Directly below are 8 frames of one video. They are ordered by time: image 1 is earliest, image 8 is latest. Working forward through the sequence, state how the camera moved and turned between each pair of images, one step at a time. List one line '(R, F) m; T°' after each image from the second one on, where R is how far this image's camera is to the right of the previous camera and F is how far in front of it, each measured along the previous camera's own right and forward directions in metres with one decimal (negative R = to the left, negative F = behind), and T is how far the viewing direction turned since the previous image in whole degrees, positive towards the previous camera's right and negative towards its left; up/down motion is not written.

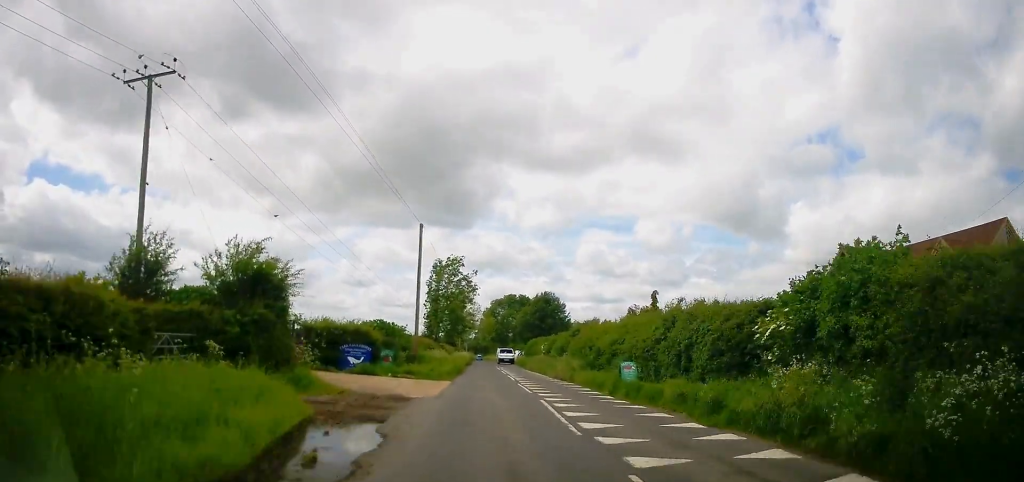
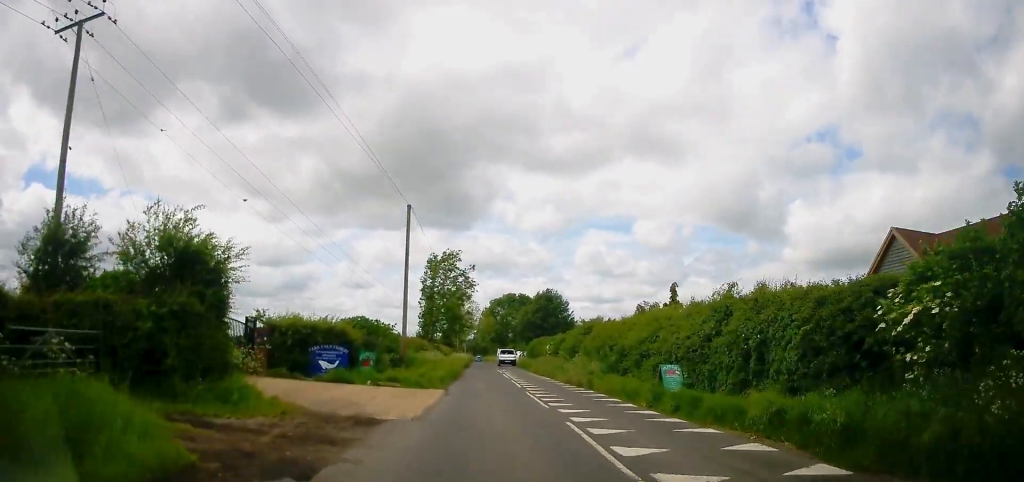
(0.0, +4.7) m; +1°
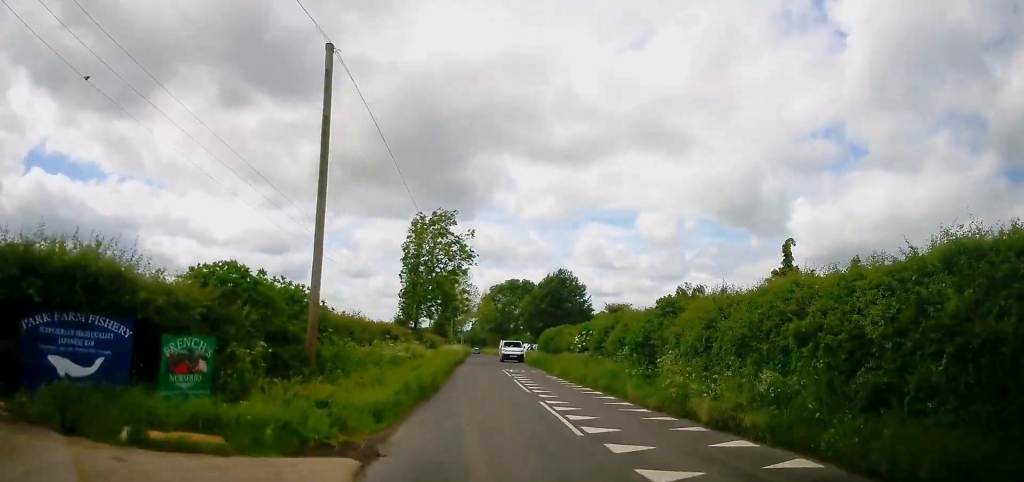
(+0.1, +13.8) m; -1°
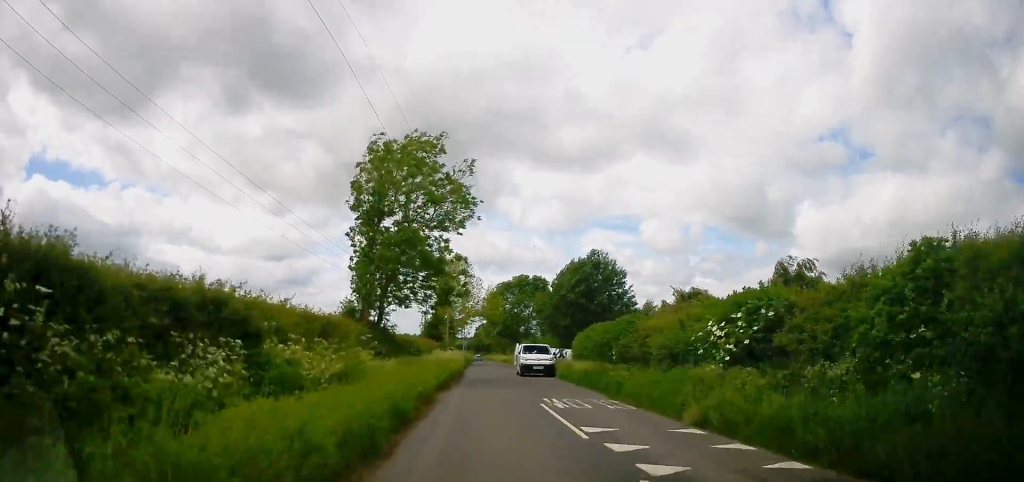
(-0.2, +17.7) m; -1°
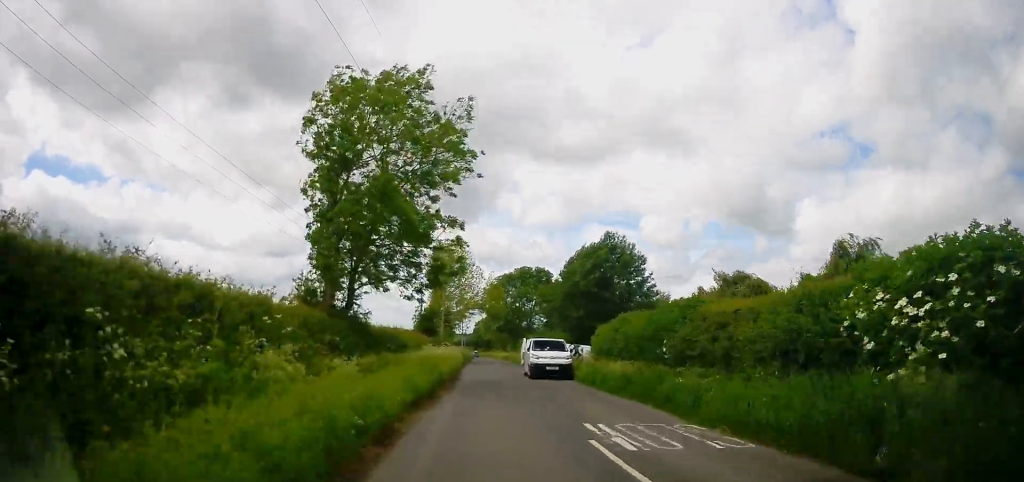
(0.0, +6.4) m; 0°
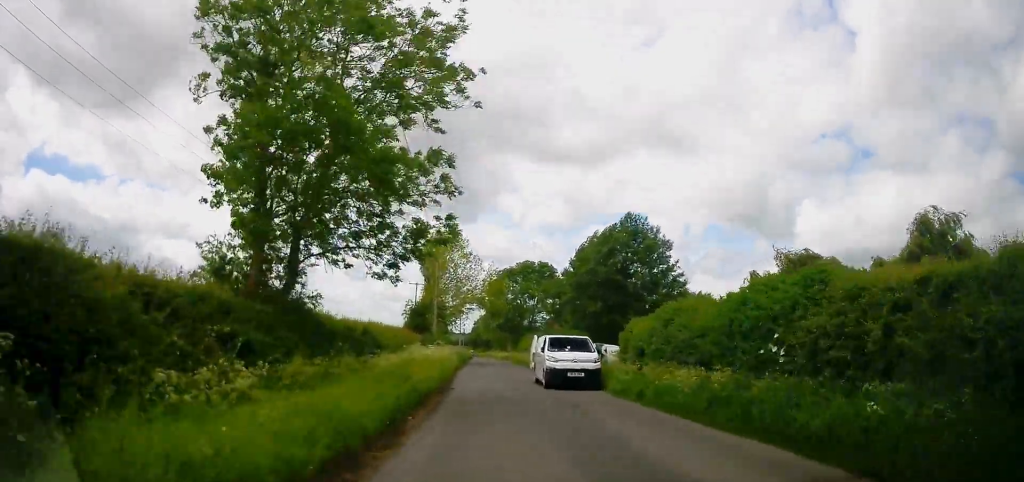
(-0.3, +6.5) m; +1°
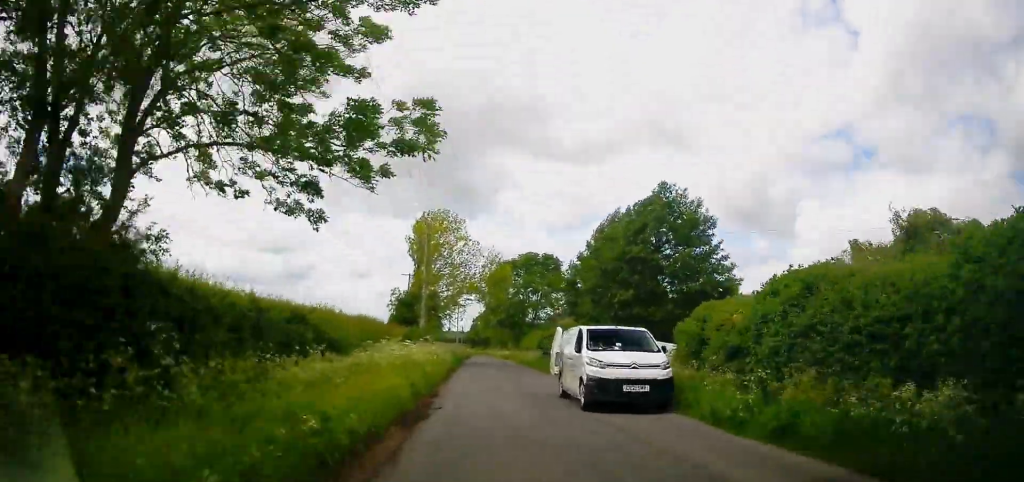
(0.0, +7.5) m; +1°
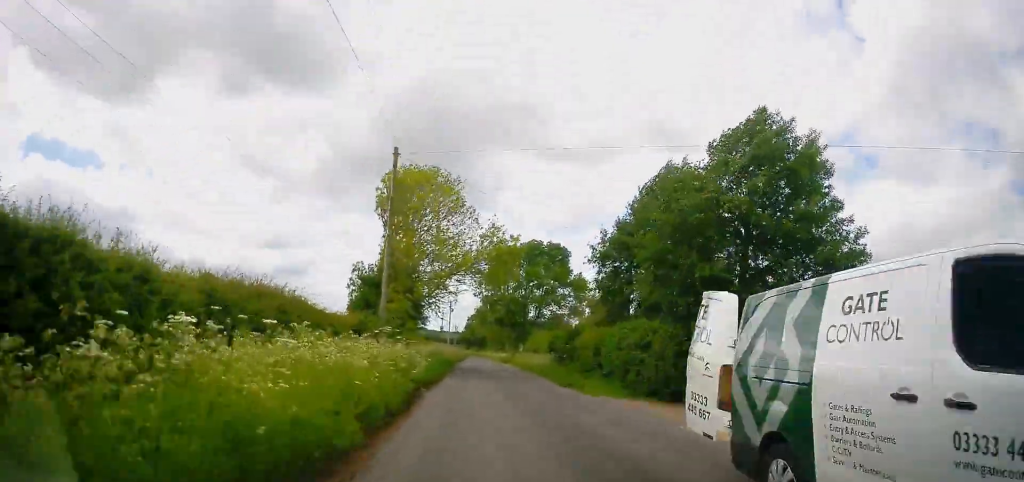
(+0.5, +11.8) m; +1°
